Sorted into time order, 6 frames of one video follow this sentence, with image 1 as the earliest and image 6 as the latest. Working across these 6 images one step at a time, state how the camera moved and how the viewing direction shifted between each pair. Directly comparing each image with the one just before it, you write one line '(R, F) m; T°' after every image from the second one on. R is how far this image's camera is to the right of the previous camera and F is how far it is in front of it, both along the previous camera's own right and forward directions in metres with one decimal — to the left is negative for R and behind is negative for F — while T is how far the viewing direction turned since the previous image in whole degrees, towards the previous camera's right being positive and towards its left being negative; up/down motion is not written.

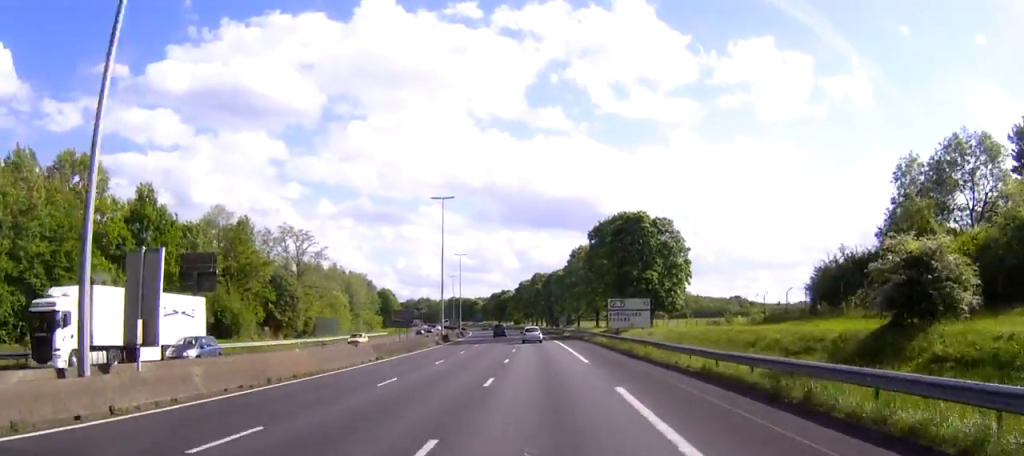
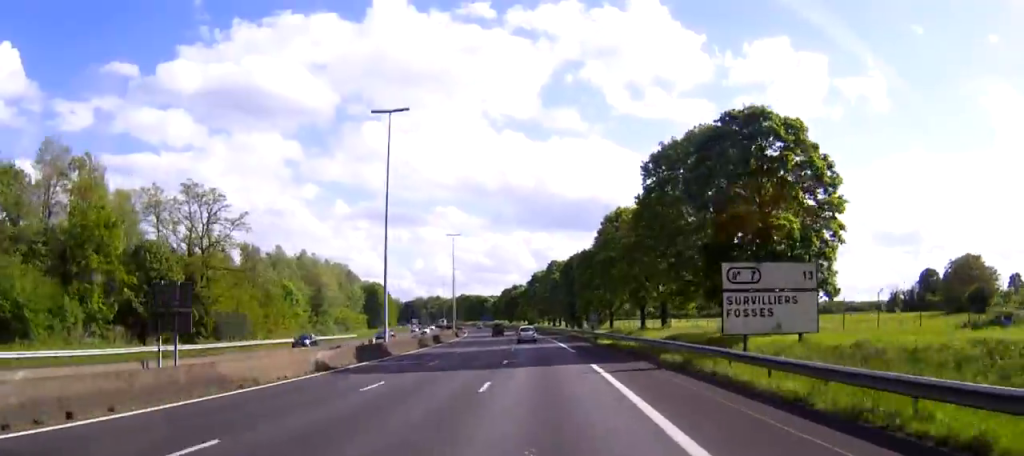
(-0.7, +41.3) m; -2°
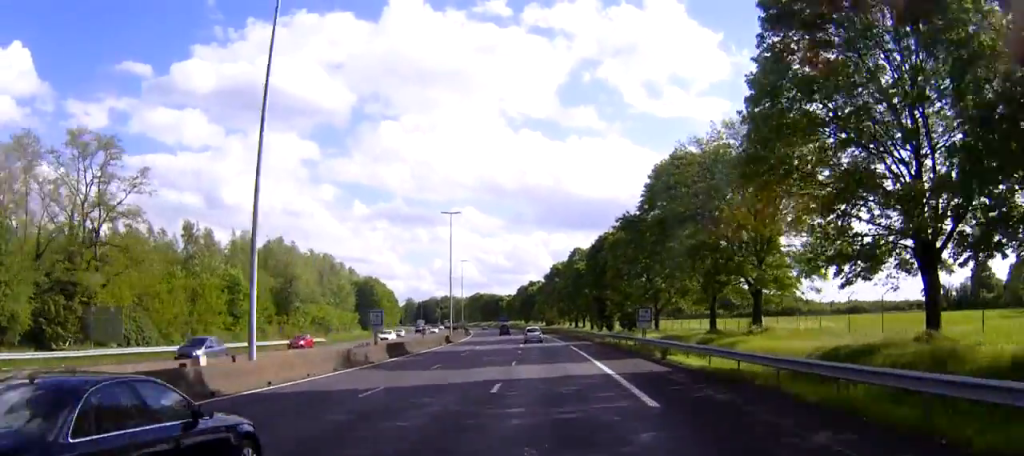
(-0.3, +27.9) m; -1°
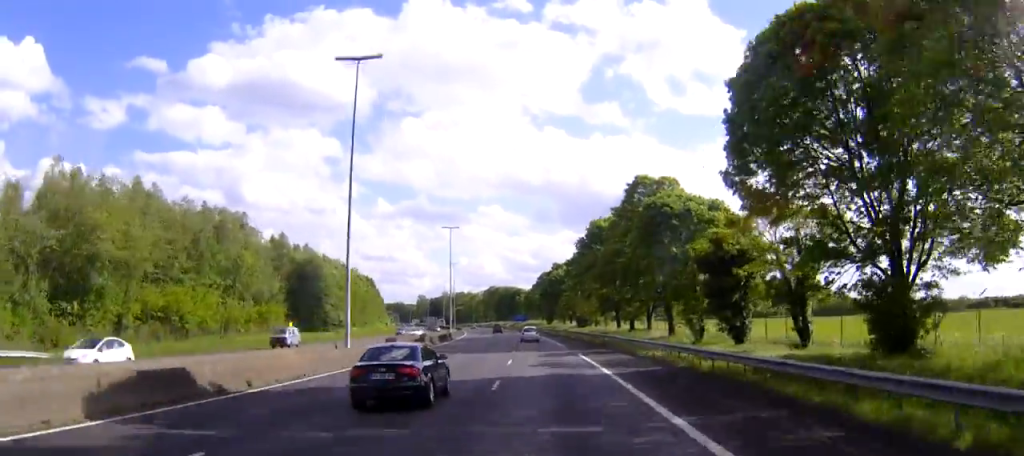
(-1.4, +64.5) m; -2°
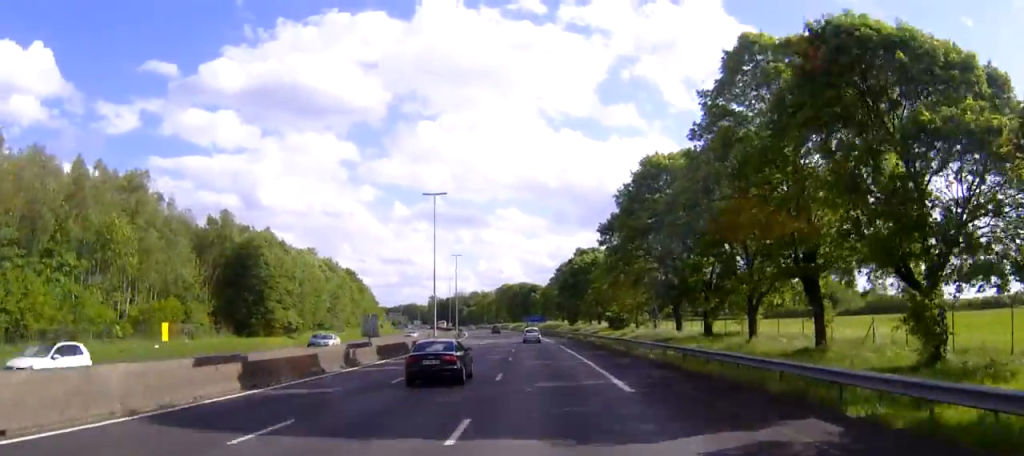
(-0.3, +34.7) m; -1°
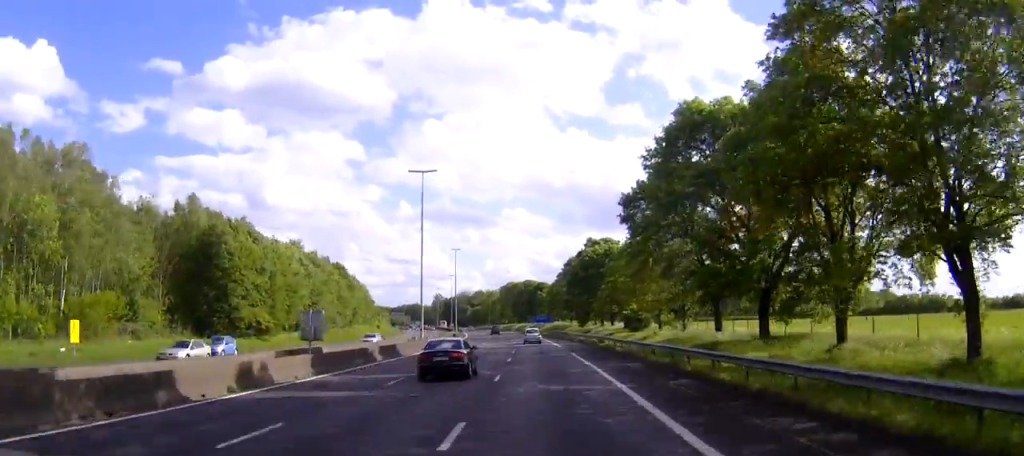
(0.0, +13.4) m; -1°
